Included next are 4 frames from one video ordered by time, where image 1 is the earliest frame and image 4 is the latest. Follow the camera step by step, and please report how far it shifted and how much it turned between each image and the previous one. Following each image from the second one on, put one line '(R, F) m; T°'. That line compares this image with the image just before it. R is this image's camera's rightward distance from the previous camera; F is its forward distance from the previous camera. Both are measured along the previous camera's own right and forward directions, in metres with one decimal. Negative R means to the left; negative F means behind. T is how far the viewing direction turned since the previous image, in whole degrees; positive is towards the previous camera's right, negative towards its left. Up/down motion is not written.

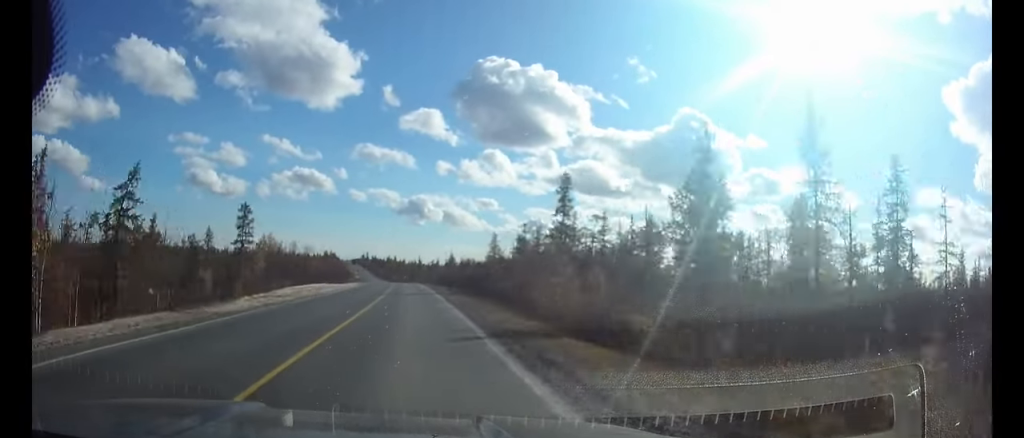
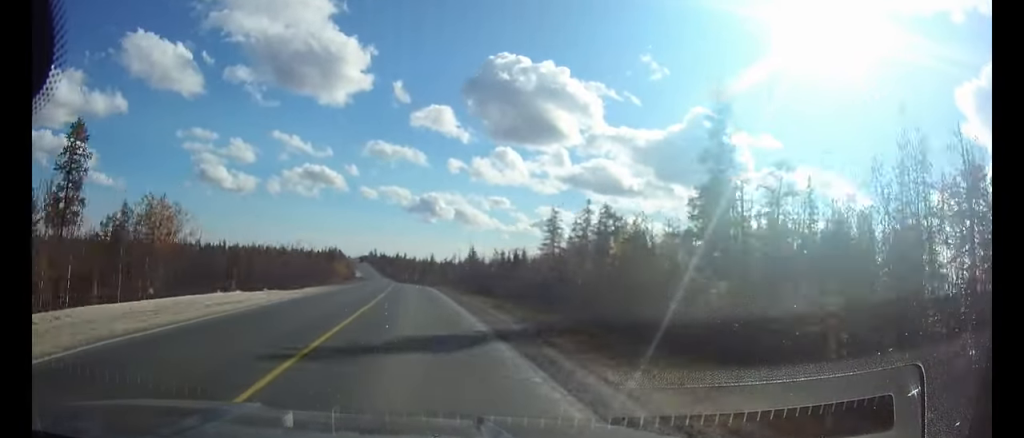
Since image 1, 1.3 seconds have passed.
(-0.3, +33.6) m; -1°
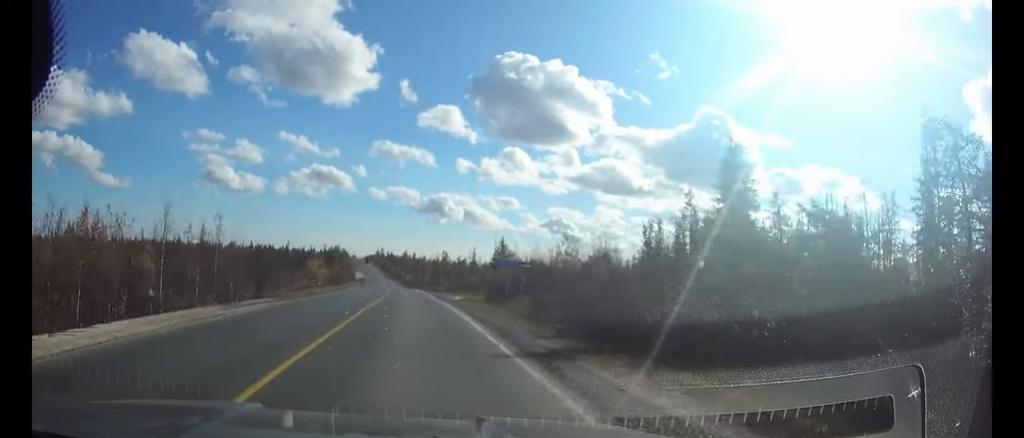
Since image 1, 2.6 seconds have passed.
(-0.4, +31.8) m; -1°
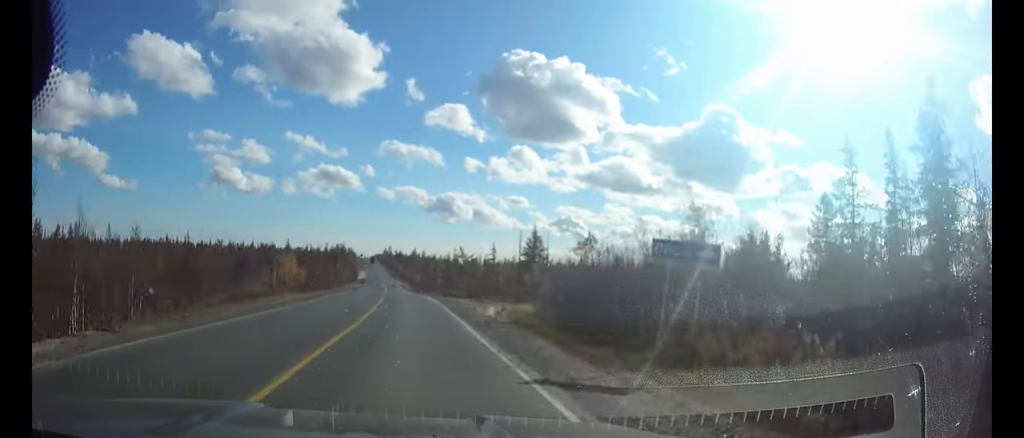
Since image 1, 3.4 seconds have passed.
(-0.2, +19.7) m; -1°
